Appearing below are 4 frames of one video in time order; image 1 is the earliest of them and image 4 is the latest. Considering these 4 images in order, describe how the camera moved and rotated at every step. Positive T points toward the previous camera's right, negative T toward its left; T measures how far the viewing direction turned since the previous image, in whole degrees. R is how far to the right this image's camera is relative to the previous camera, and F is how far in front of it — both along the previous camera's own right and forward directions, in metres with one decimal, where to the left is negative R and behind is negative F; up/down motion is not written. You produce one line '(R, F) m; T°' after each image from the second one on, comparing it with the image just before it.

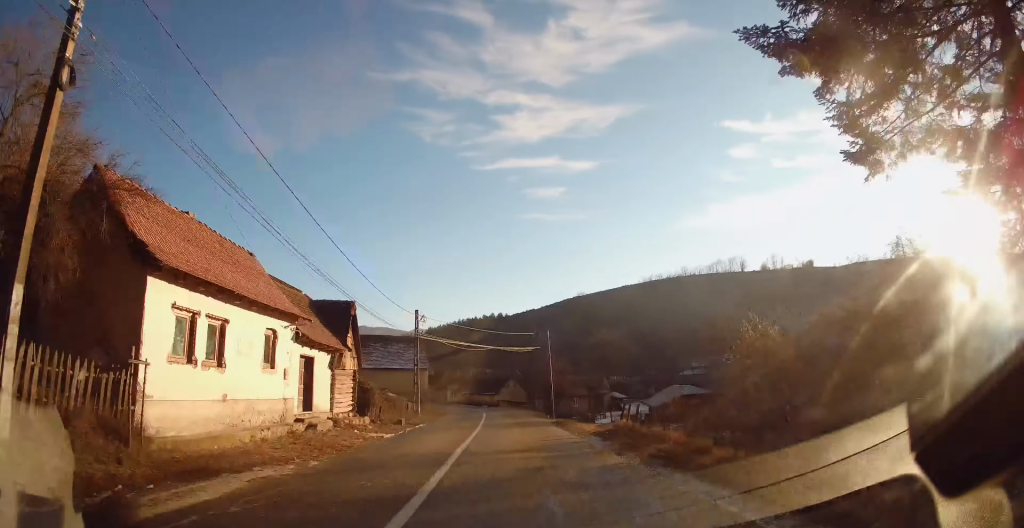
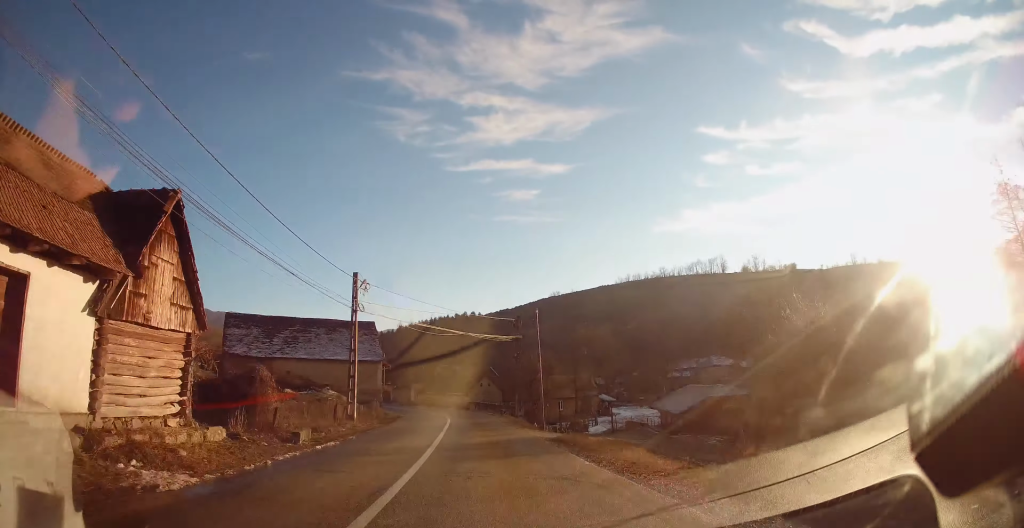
(+0.5, +12.4) m; +2°
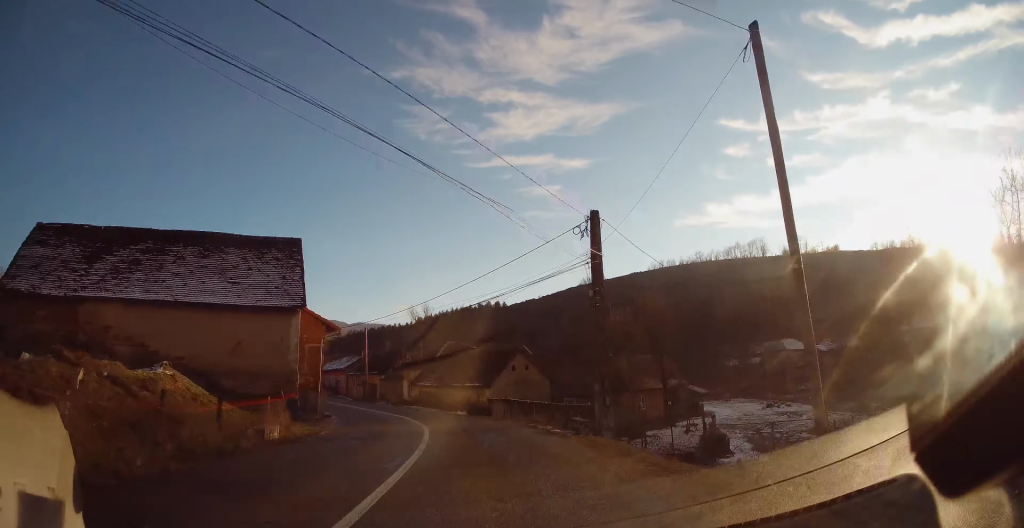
(-0.5, +27.1) m; -5°
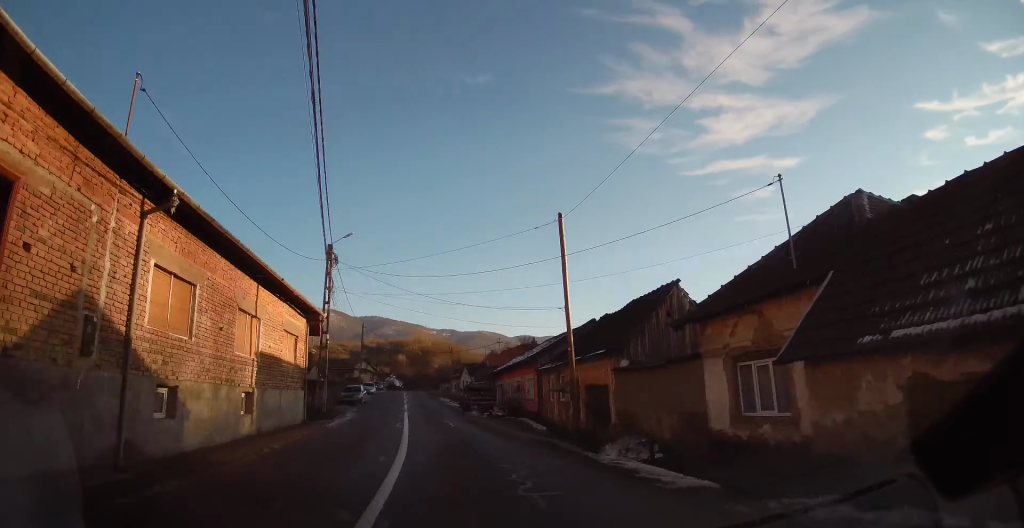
(-7.4, +38.1) m; -23°
